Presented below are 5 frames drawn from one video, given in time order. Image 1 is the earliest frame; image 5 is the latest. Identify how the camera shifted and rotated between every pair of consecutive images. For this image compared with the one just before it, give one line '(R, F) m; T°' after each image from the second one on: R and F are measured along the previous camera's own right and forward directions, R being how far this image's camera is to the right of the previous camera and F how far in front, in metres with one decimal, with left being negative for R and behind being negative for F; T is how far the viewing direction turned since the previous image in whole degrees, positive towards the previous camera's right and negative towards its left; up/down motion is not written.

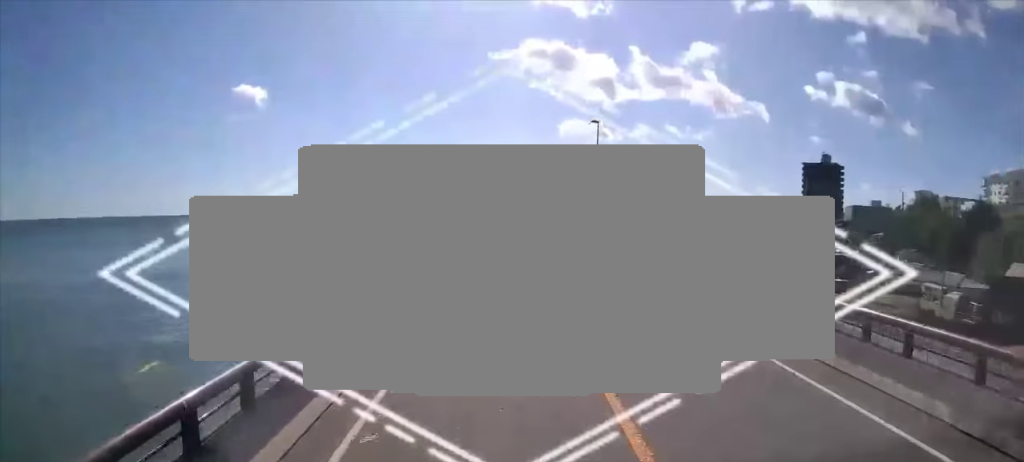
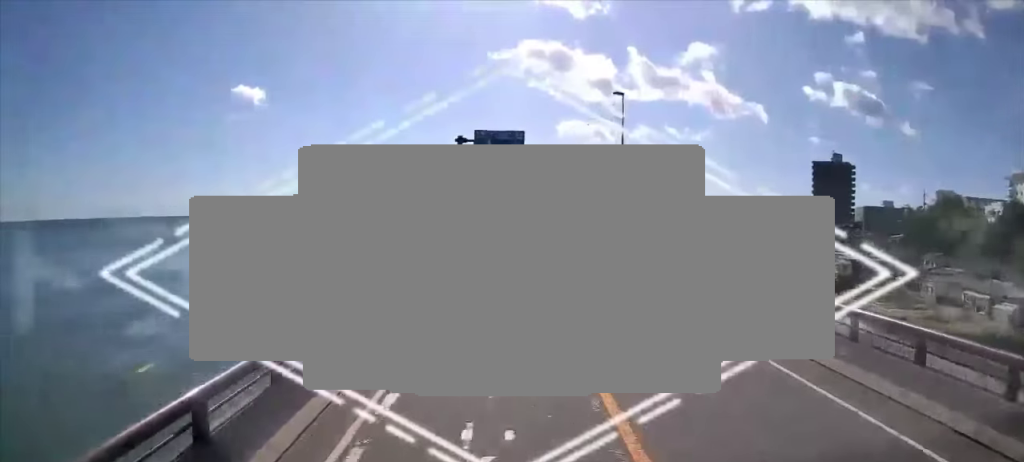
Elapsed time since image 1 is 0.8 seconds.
(+0.1, +10.7) m; +1°
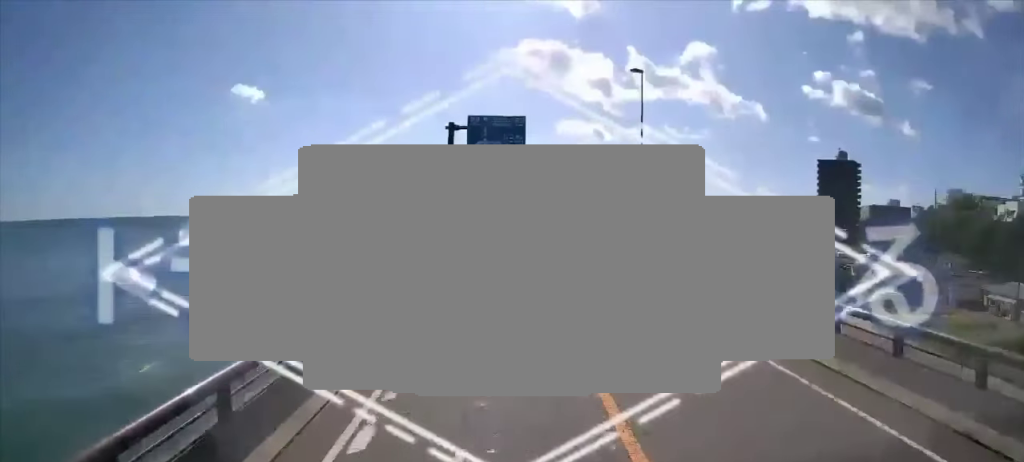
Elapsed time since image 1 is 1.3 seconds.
(-0.1, +5.6) m; +1°
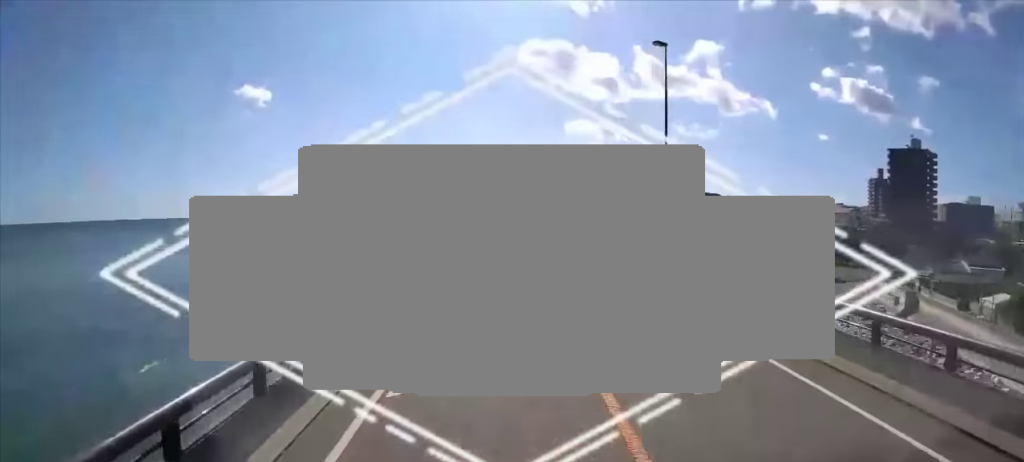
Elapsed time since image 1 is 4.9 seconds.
(0.0, +45.1) m; -1°
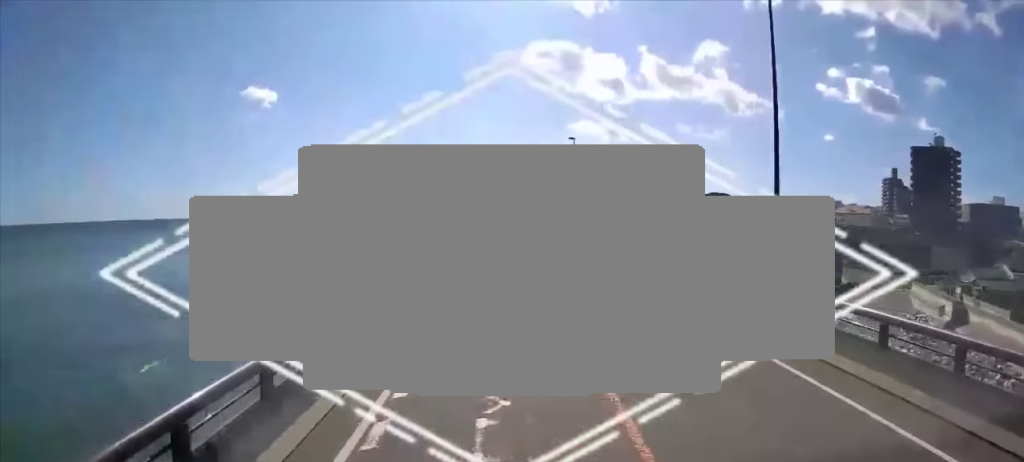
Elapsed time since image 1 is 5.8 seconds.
(+0.1, +10.3) m; -1°
